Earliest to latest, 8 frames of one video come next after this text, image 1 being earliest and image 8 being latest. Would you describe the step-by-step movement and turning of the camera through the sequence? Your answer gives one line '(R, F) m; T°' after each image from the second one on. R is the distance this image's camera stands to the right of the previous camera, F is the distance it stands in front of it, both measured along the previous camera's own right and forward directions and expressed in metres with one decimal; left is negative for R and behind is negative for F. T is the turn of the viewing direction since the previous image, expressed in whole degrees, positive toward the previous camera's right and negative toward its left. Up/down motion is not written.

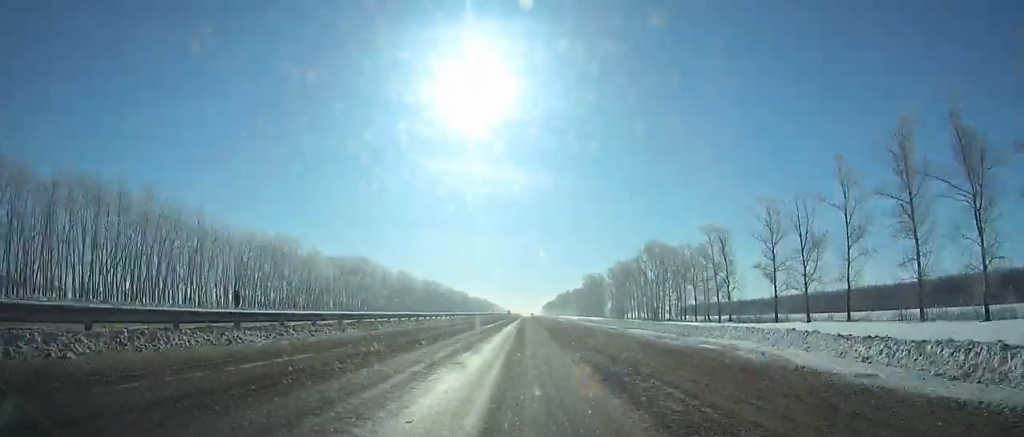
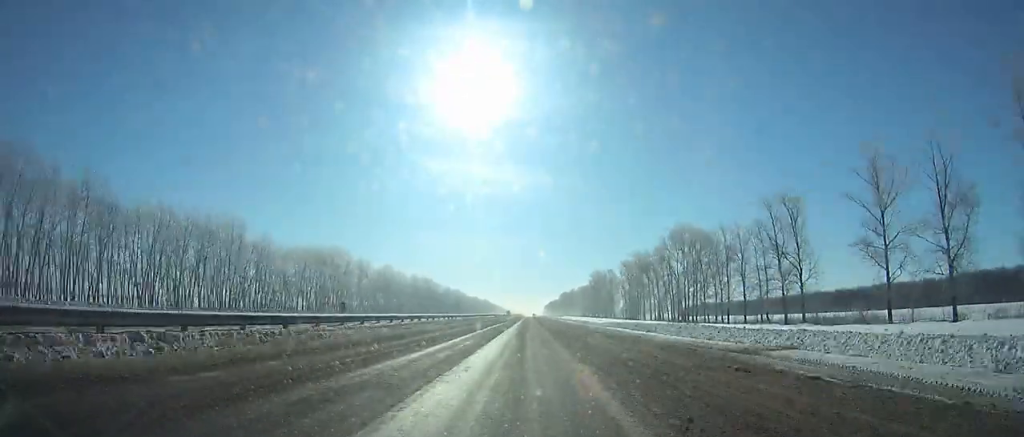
(0.0, +29.6) m; 0°
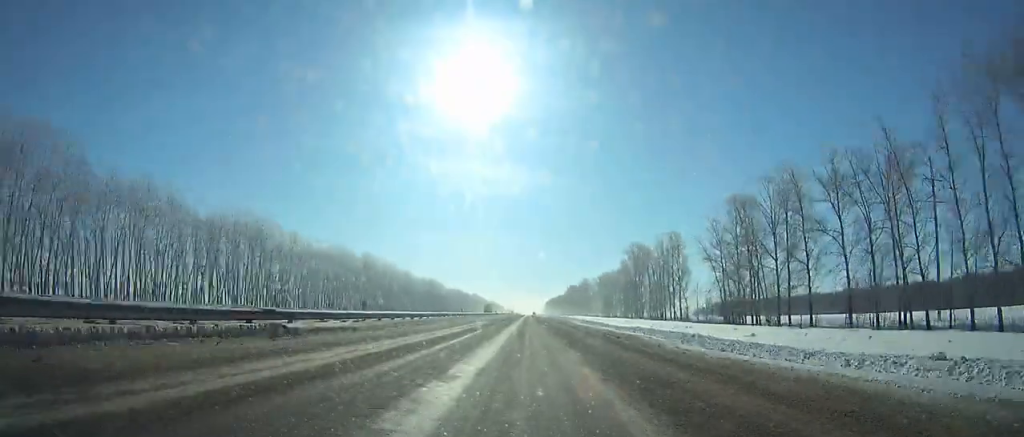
(-0.1, +109.0) m; 0°
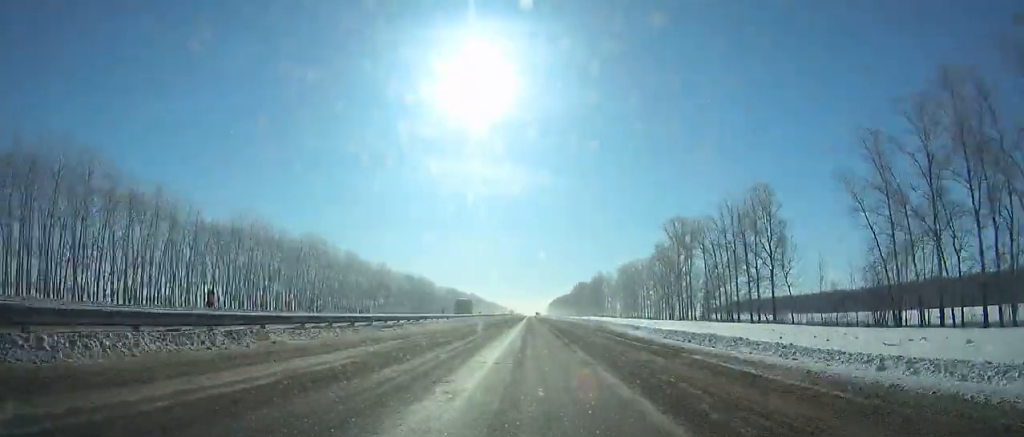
(+0.1, +51.3) m; 0°
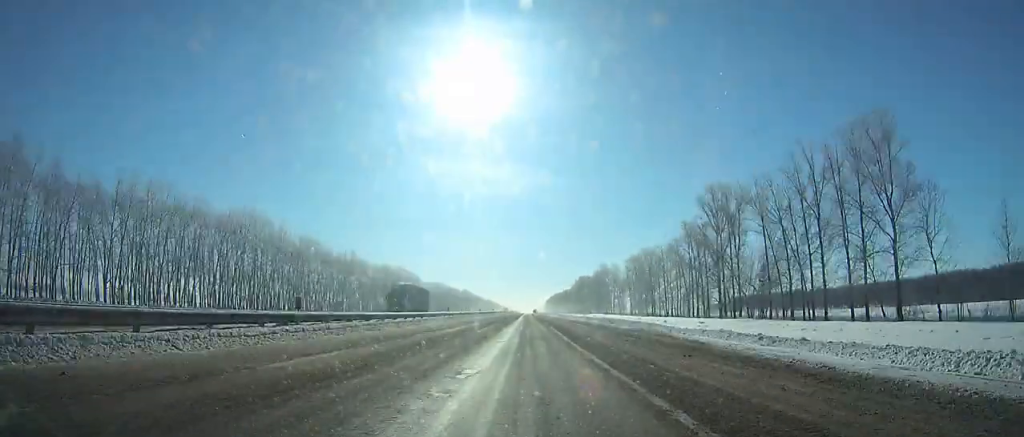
(0.0, +31.8) m; 0°
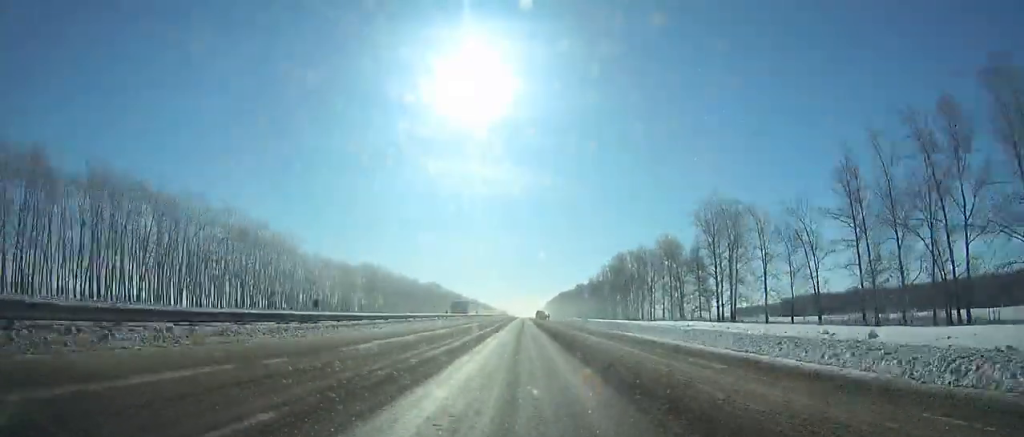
(-0.5, +150.5) m; 0°
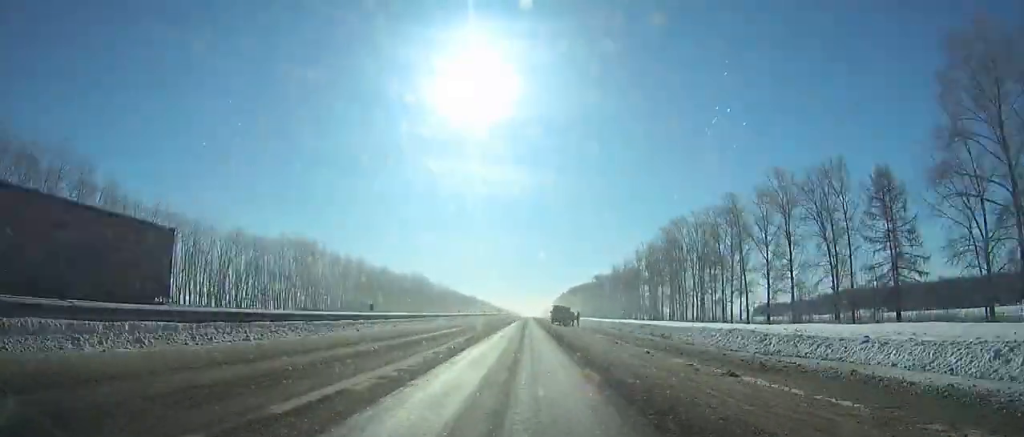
(+0.1, +68.9) m; 0°
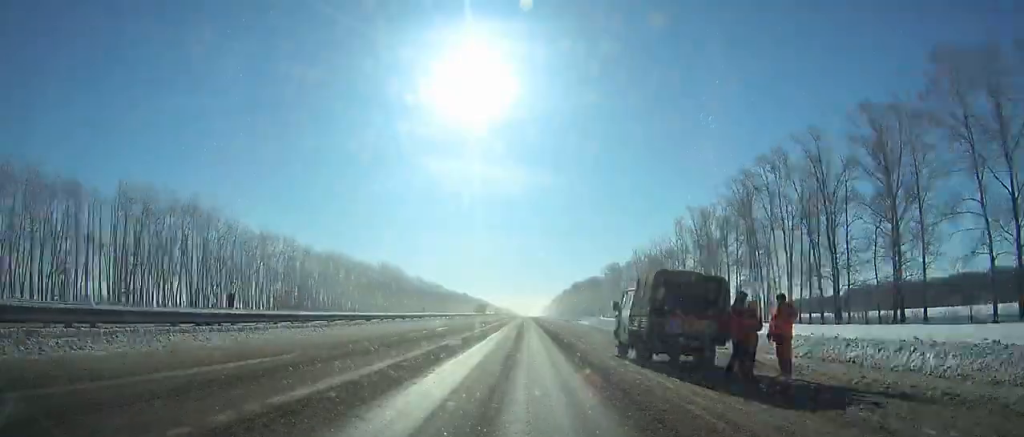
(0.0, +54.1) m; 0°
